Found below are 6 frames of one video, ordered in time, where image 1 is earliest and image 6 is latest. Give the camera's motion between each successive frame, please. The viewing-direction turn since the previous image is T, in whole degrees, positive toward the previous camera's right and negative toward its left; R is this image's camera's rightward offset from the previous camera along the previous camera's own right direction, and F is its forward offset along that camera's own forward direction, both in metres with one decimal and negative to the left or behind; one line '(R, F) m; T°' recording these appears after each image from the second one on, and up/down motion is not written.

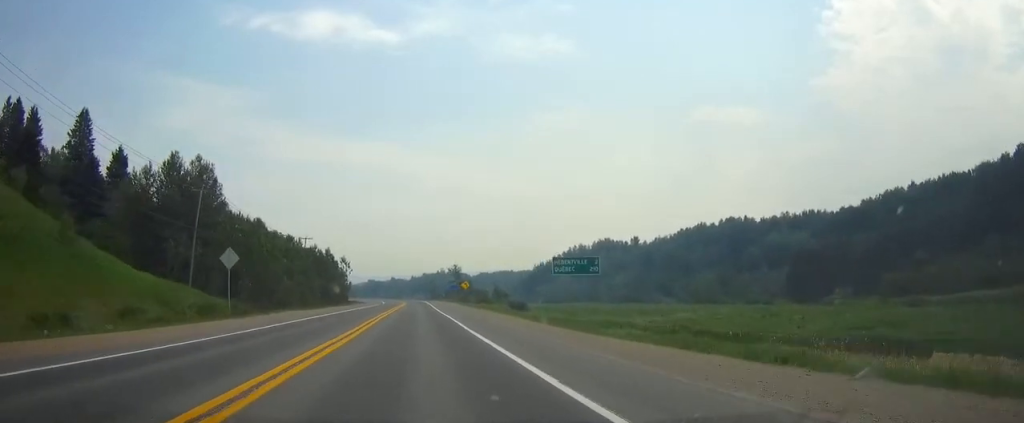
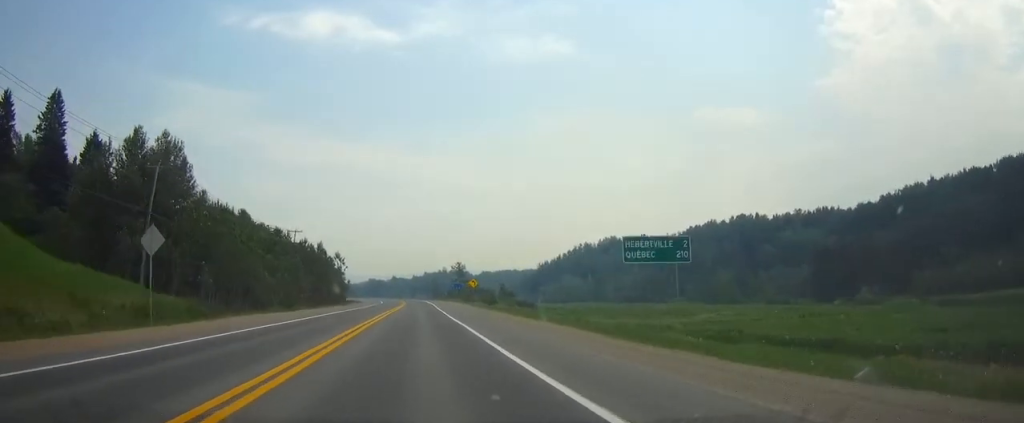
(0.0, +11.8) m; 0°
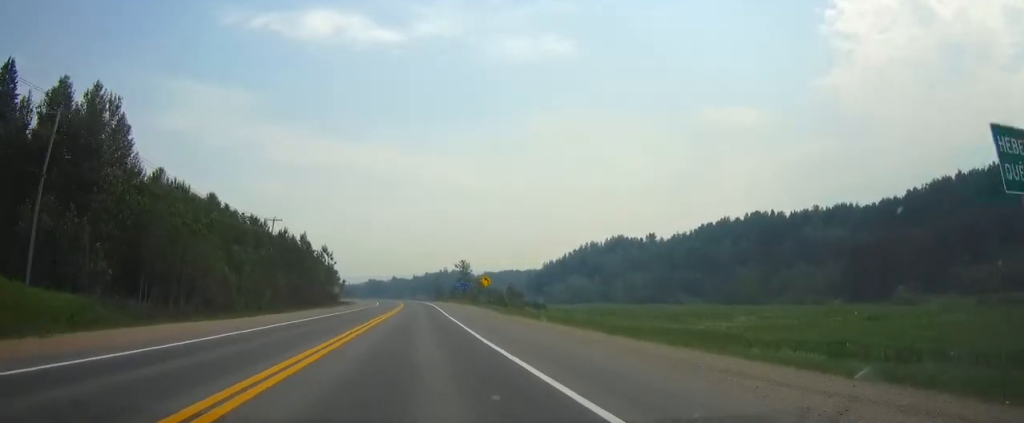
(-0.1, +16.8) m; 0°
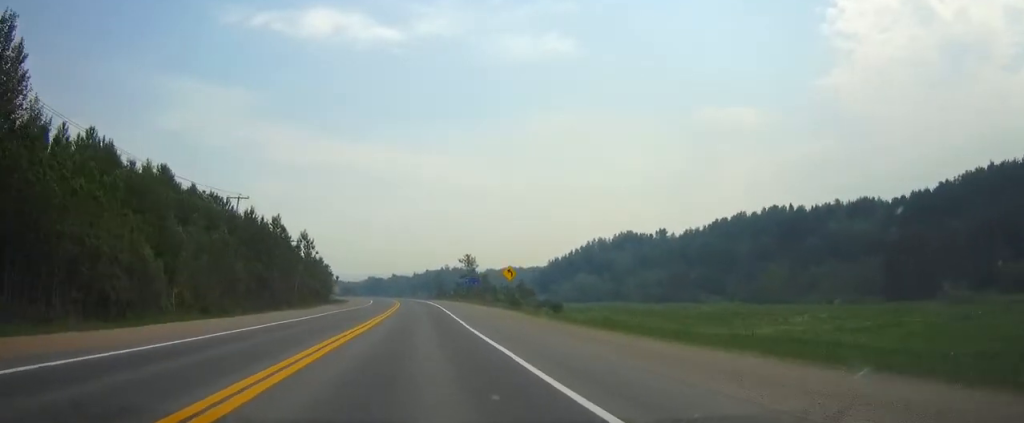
(0.0, +18.7) m; 0°
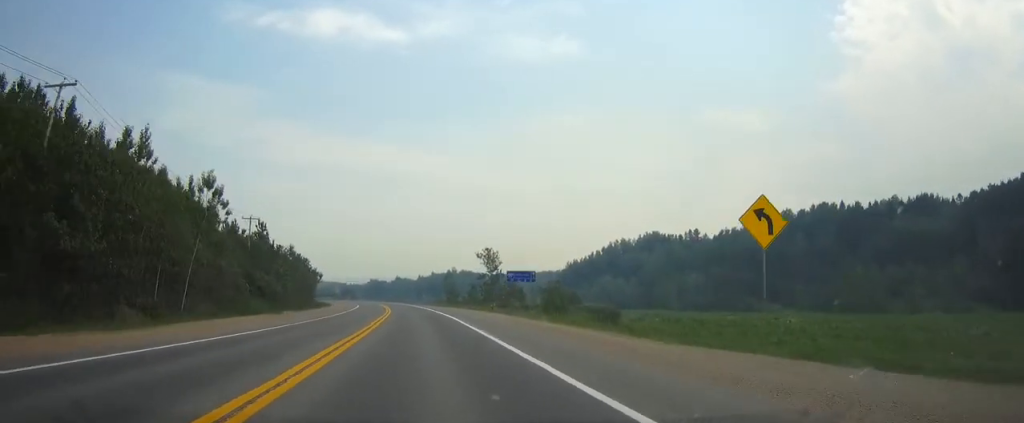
(0.0, +41.2) m; 0°
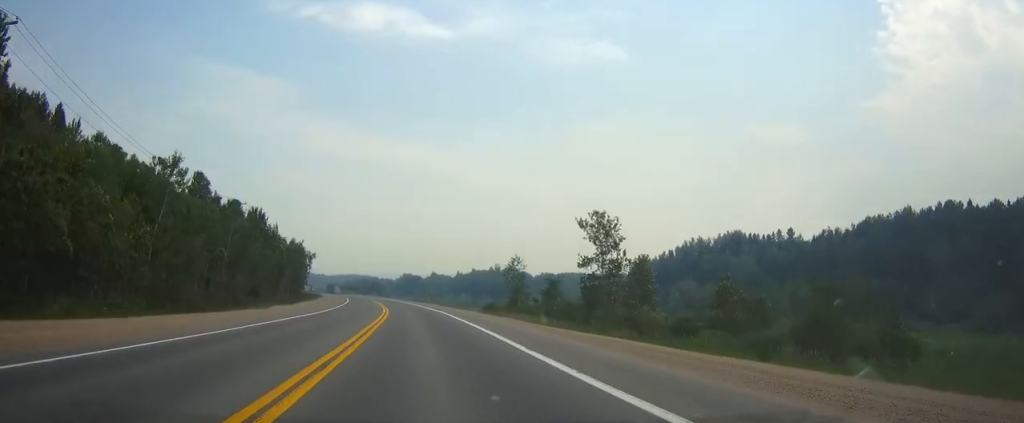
(-1.6, +64.7) m; -3°
